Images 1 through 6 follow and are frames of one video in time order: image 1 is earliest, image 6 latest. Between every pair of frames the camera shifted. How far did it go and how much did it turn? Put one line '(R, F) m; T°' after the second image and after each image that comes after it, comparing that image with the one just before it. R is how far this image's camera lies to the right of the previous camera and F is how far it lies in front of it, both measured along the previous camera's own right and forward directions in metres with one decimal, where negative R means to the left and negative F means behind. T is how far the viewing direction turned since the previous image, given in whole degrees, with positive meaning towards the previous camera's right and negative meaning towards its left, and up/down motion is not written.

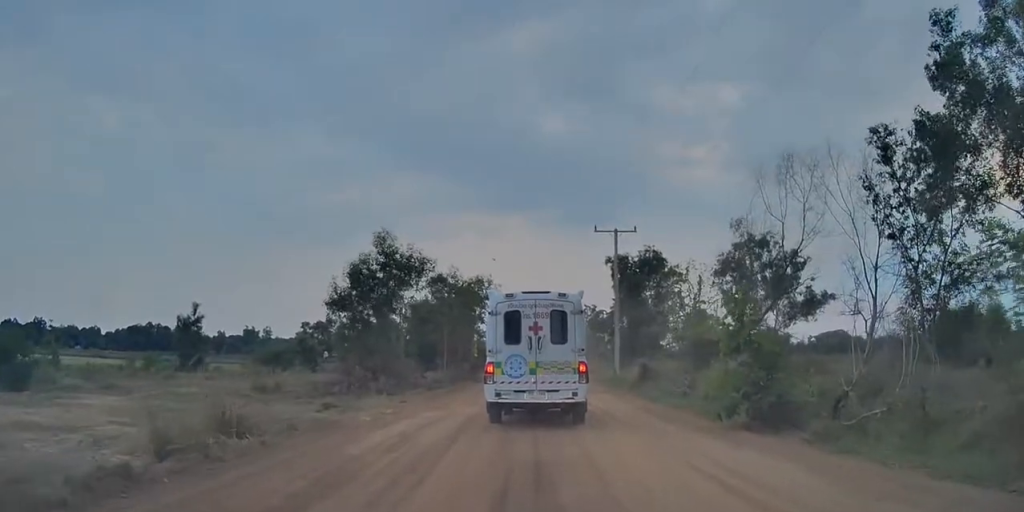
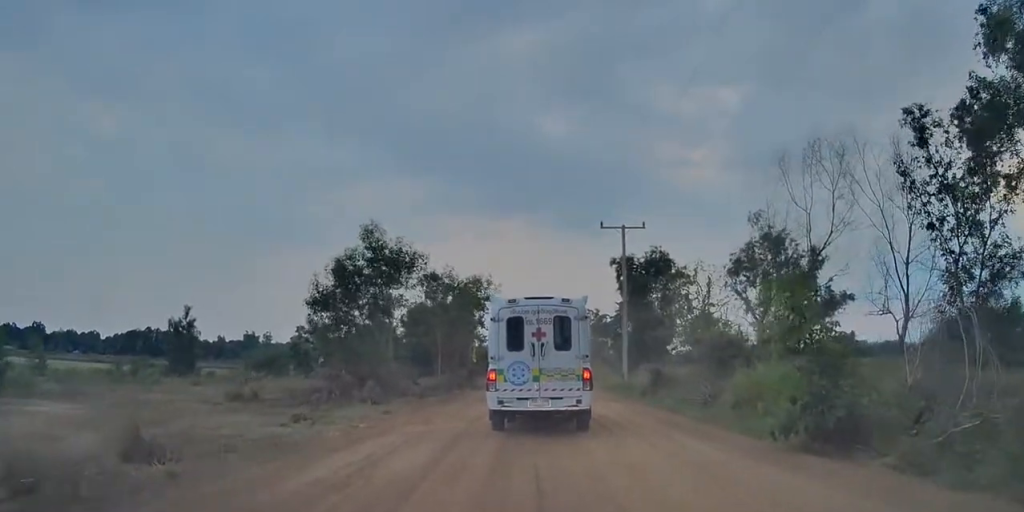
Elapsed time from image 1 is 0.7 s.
(+0.1, +2.5) m; +3°
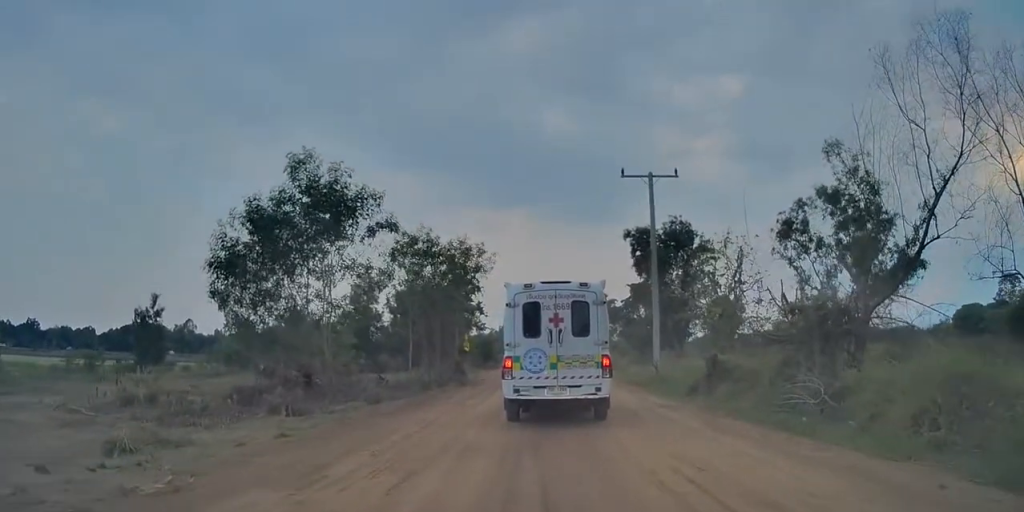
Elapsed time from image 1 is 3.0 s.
(-0.2, +7.7) m; 0°
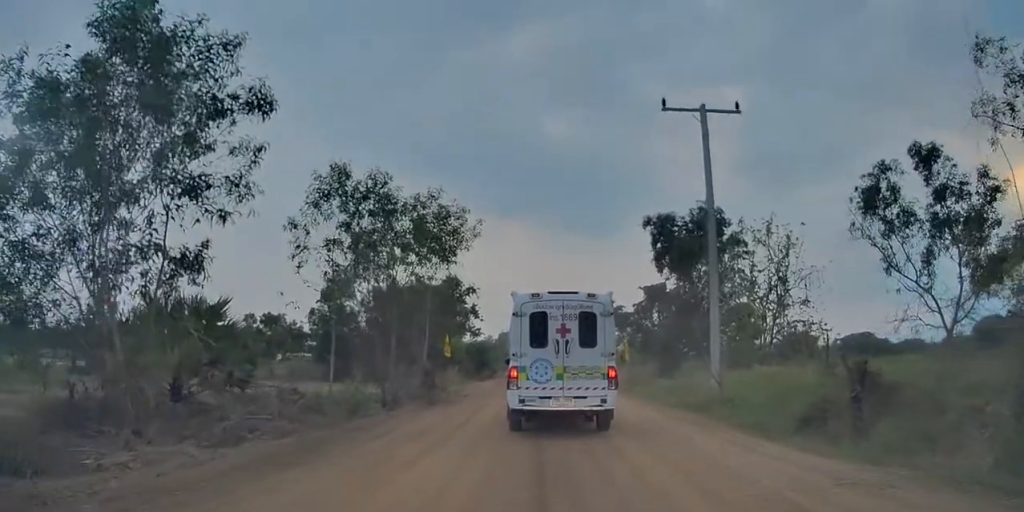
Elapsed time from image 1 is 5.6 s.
(+0.1, +9.2) m; +1°
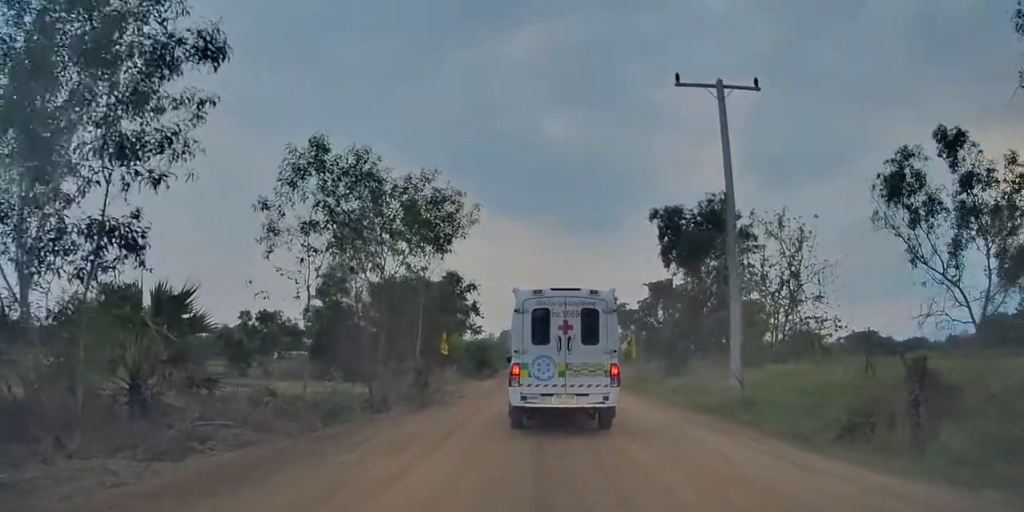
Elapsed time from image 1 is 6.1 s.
(+0.2, +1.9) m; +2°
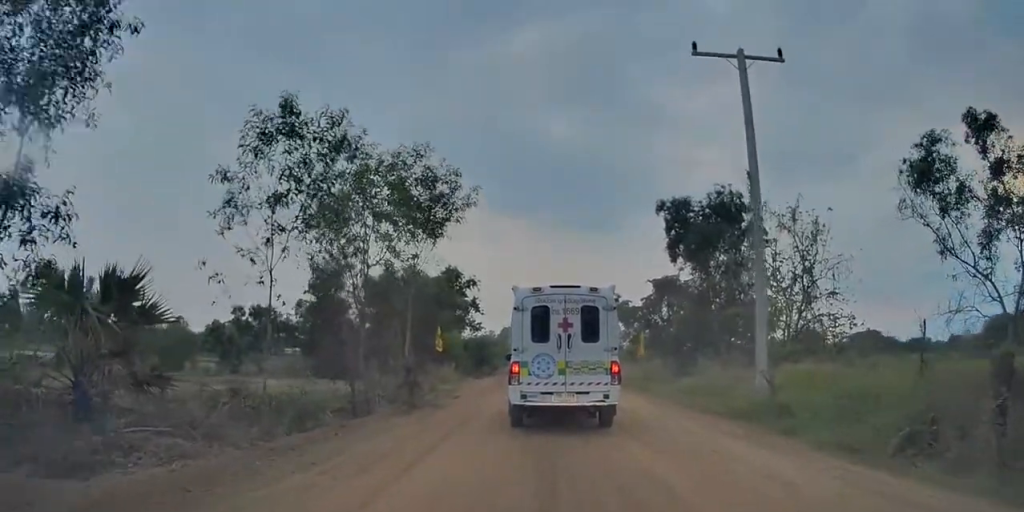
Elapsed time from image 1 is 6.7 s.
(0.0, +2.1) m; 0°
